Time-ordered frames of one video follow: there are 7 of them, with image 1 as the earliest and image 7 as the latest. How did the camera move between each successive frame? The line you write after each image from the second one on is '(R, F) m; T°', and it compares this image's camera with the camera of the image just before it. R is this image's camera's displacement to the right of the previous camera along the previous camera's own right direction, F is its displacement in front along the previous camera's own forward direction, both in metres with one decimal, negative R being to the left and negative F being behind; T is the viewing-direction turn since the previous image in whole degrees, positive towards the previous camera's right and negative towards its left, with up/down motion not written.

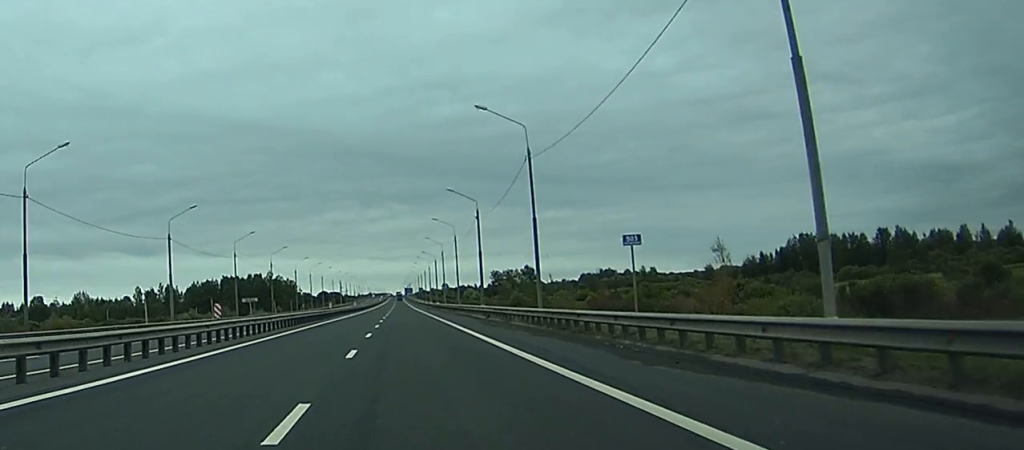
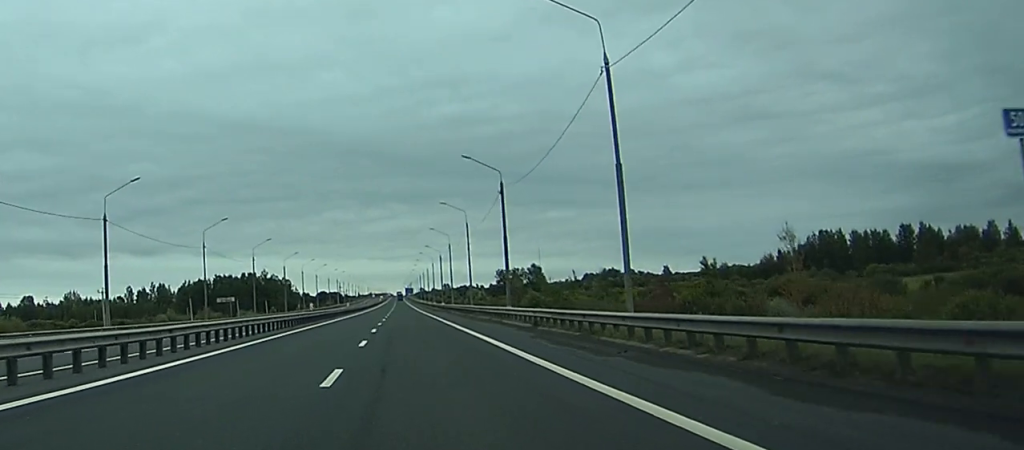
(0.0, +18.1) m; 0°
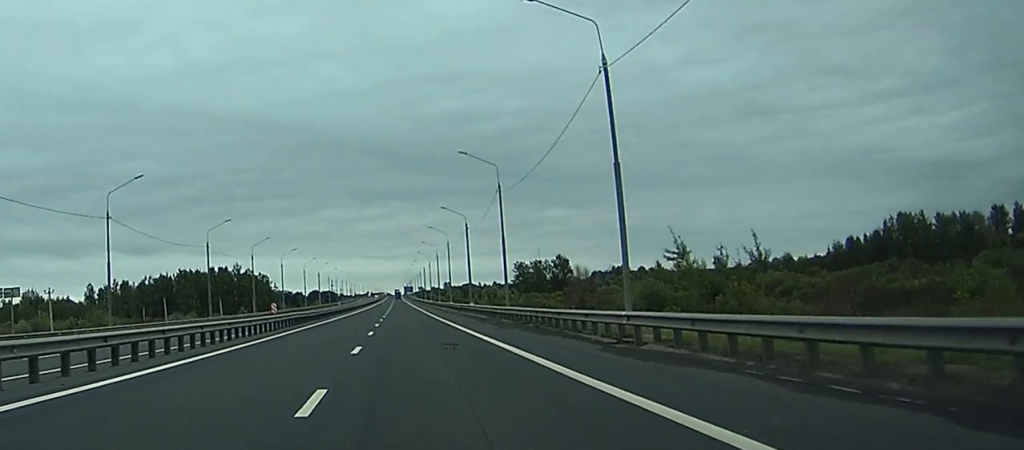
(-0.7, +62.9) m; -1°
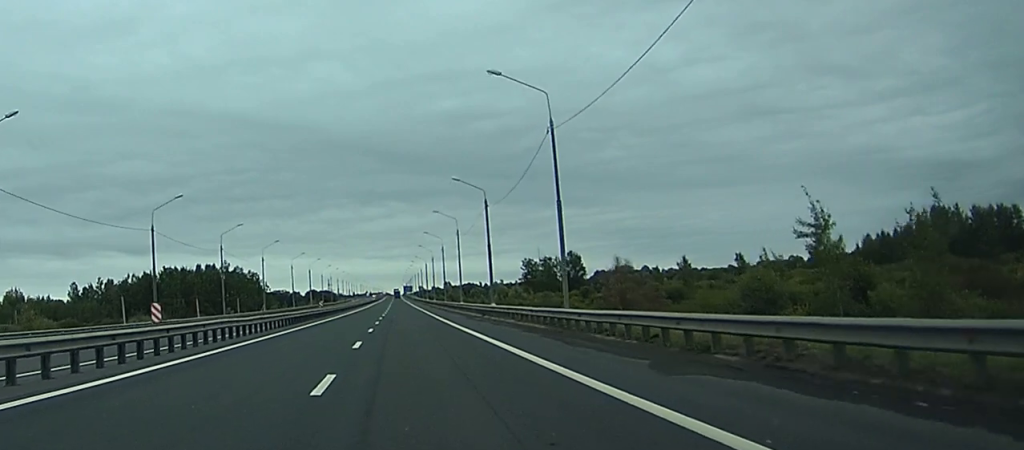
(0.0, +21.7) m; 0°
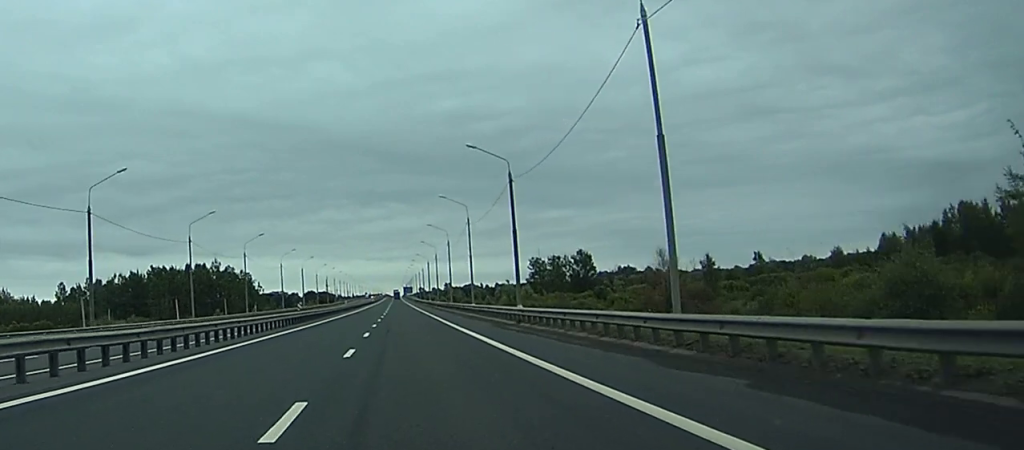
(+0.1, +15.8) m; +1°
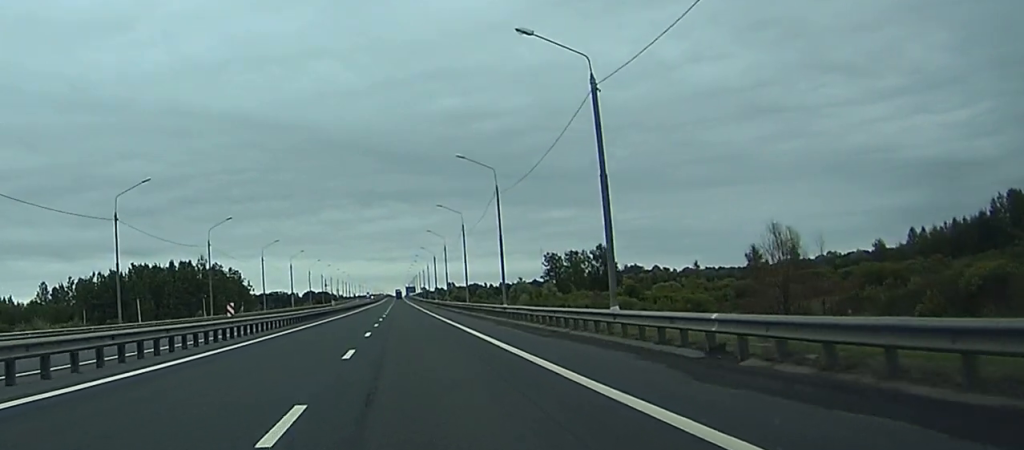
(+0.2, +24.0) m; +1°
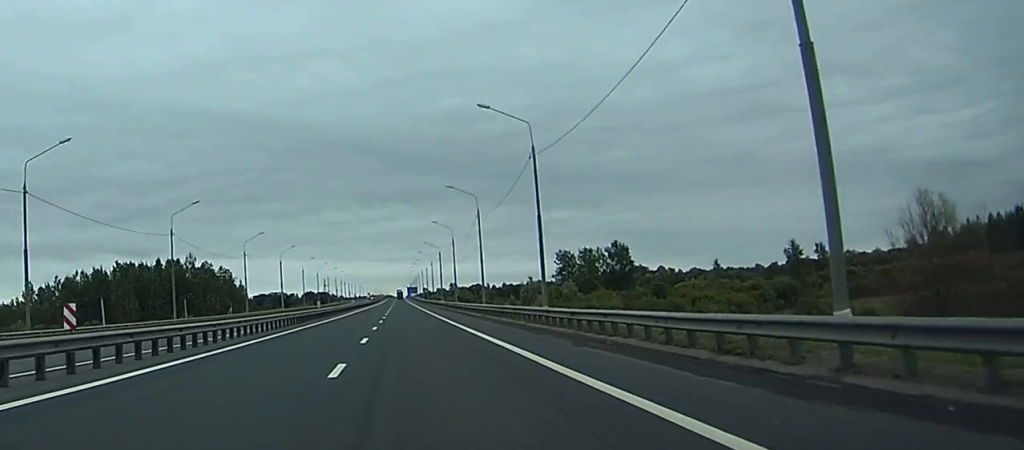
(+0.1, +16.5) m; 0°
